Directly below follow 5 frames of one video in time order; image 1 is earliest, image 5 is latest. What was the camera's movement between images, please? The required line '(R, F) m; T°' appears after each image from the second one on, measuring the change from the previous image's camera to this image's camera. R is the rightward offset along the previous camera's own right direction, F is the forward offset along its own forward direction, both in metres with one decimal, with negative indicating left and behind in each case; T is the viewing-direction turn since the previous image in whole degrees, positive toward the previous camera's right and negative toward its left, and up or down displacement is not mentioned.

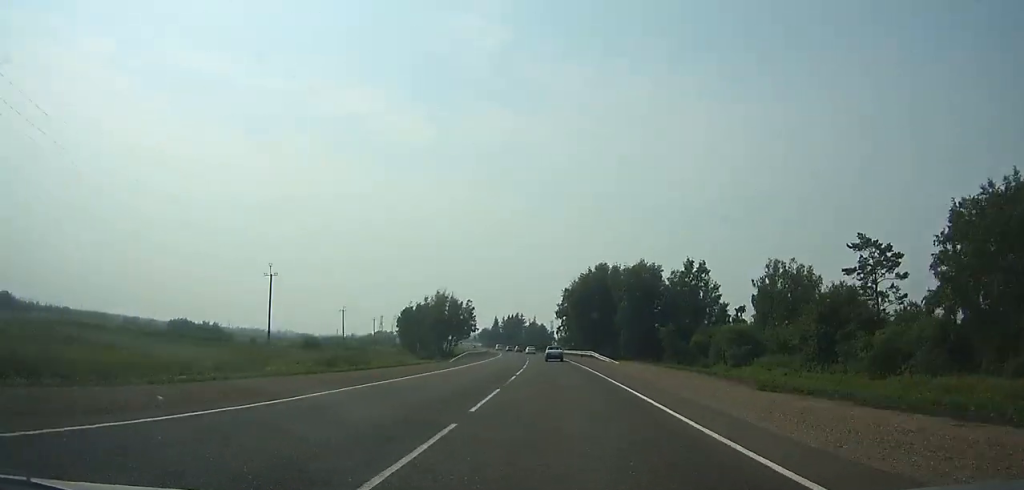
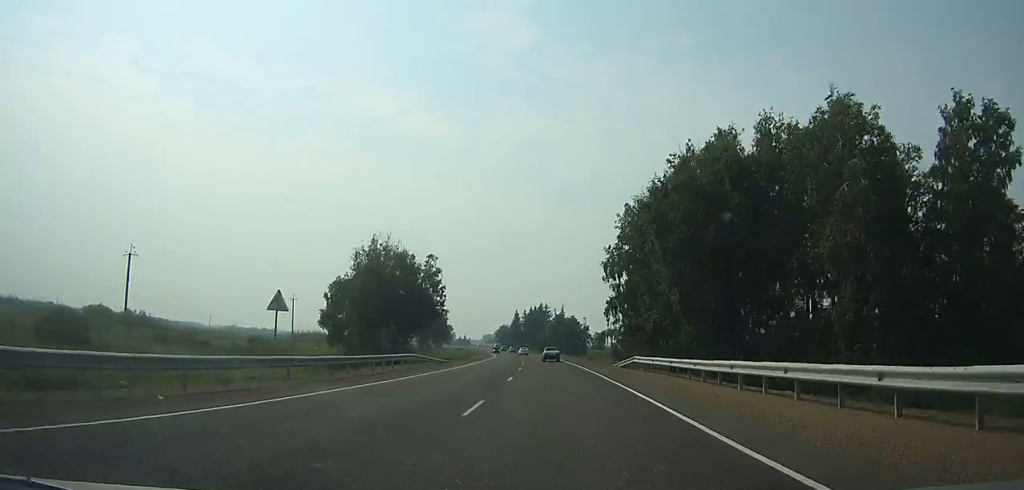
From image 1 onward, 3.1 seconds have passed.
(-1.2, +66.7) m; -3°
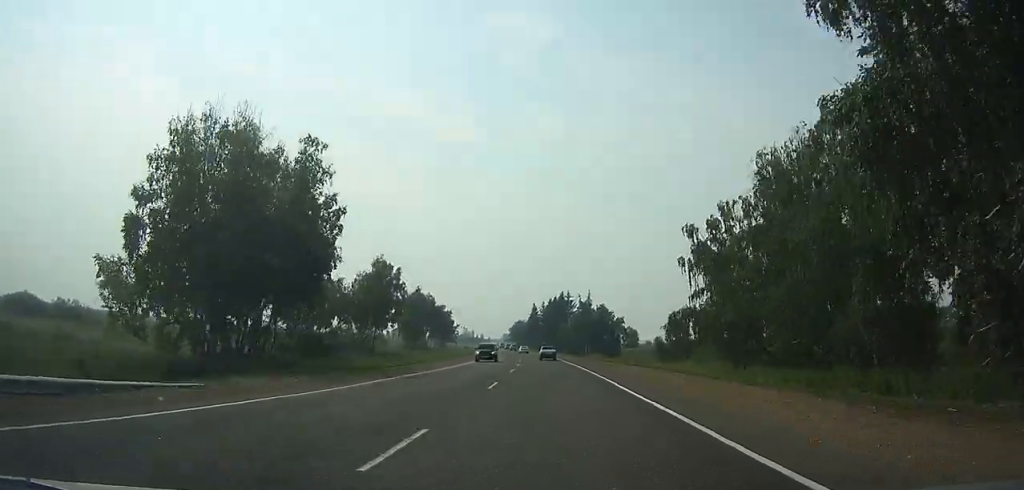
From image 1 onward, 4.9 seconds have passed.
(-1.2, +40.2) m; -2°
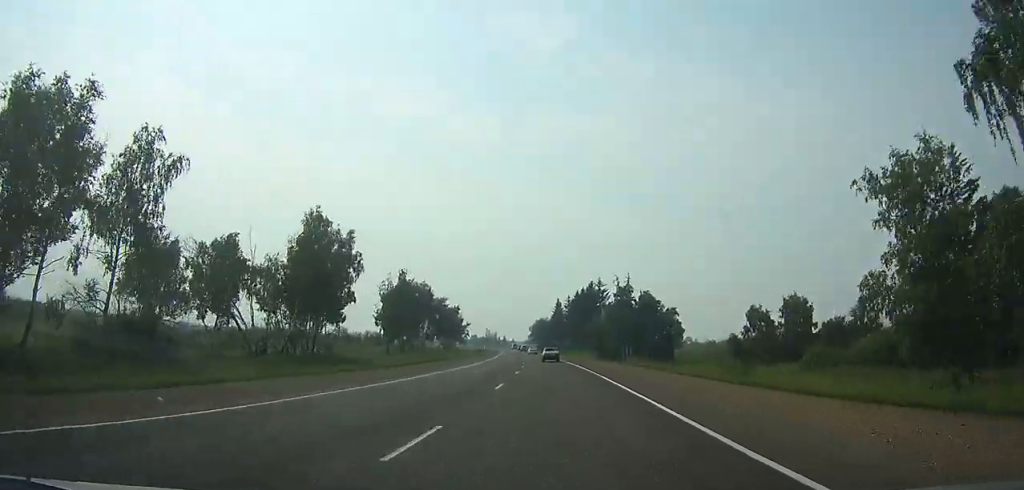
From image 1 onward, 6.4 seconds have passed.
(-0.2, +34.1) m; -2°
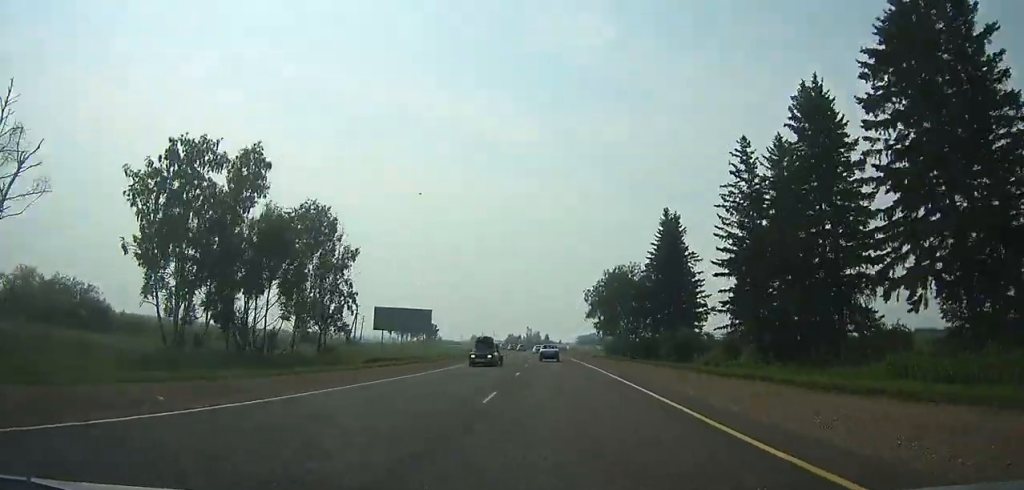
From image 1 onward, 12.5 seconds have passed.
(-7.4, +148.1) m; -5°
